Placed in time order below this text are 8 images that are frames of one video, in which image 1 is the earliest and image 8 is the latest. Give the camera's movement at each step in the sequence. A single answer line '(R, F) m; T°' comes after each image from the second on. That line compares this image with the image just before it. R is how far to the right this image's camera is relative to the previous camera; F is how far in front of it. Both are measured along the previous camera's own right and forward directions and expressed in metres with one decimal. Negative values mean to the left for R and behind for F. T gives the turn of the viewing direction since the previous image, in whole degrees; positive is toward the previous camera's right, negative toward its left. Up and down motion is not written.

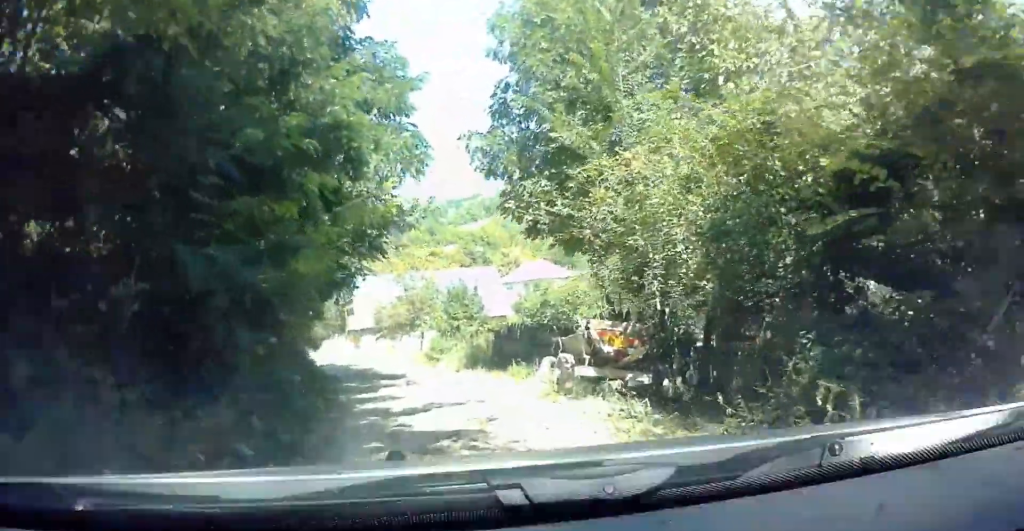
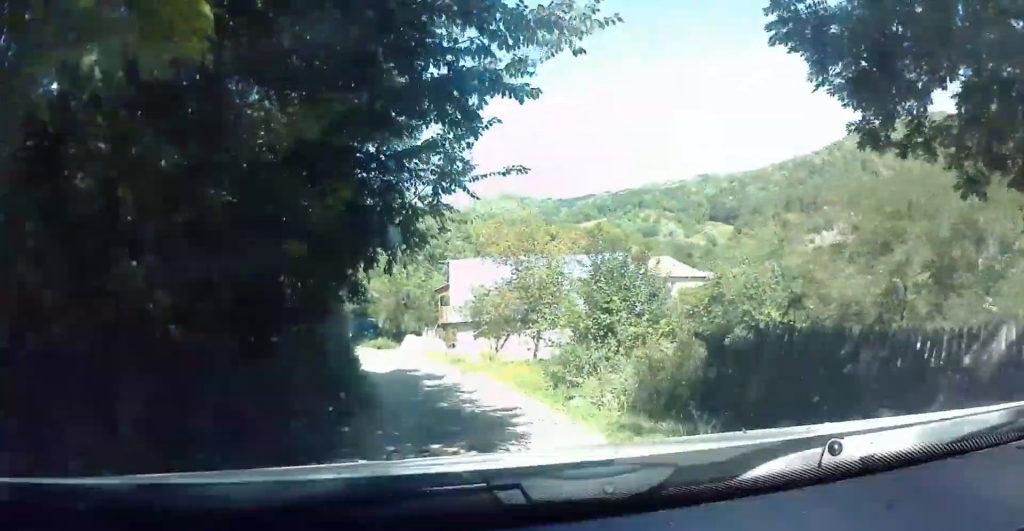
(-1.1, +9.8) m; -7°
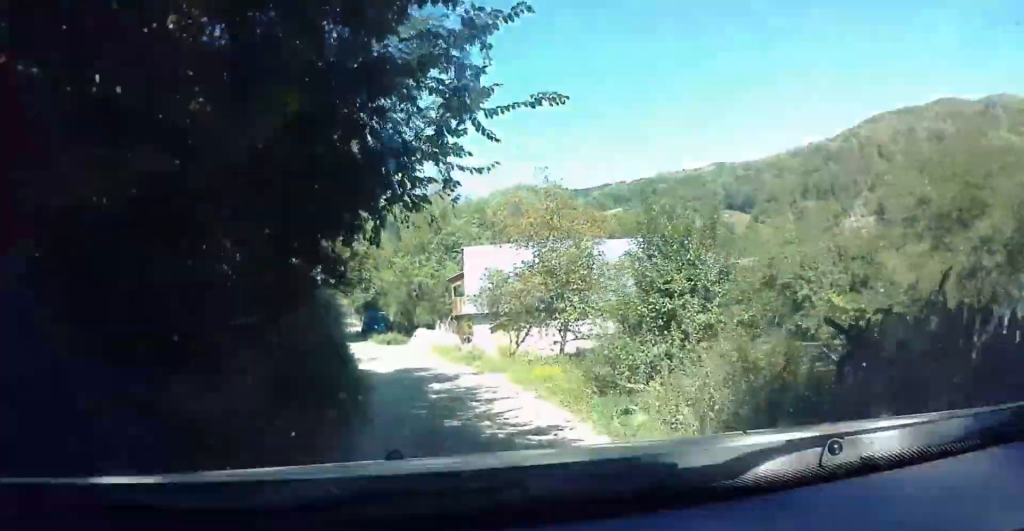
(0.0, +3.0) m; 0°
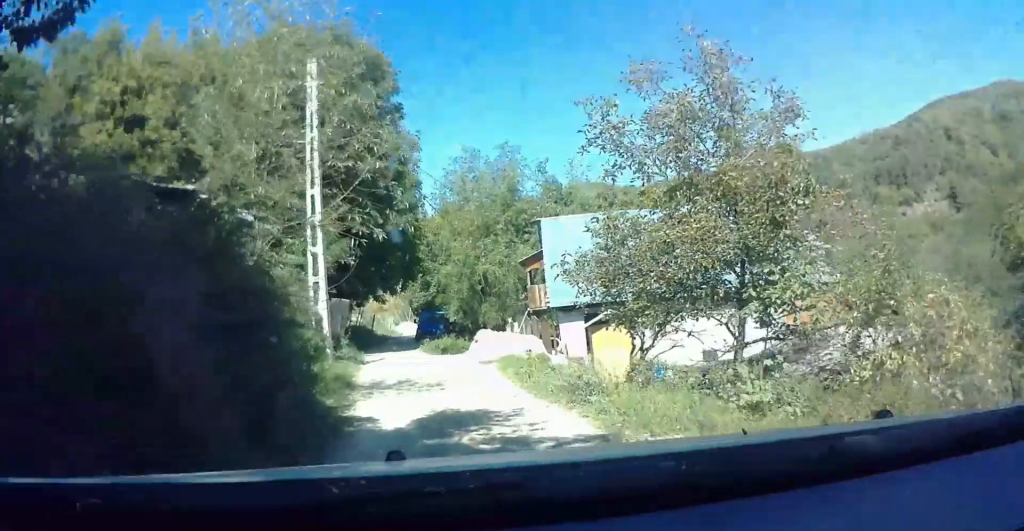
(0.0, +9.5) m; -3°
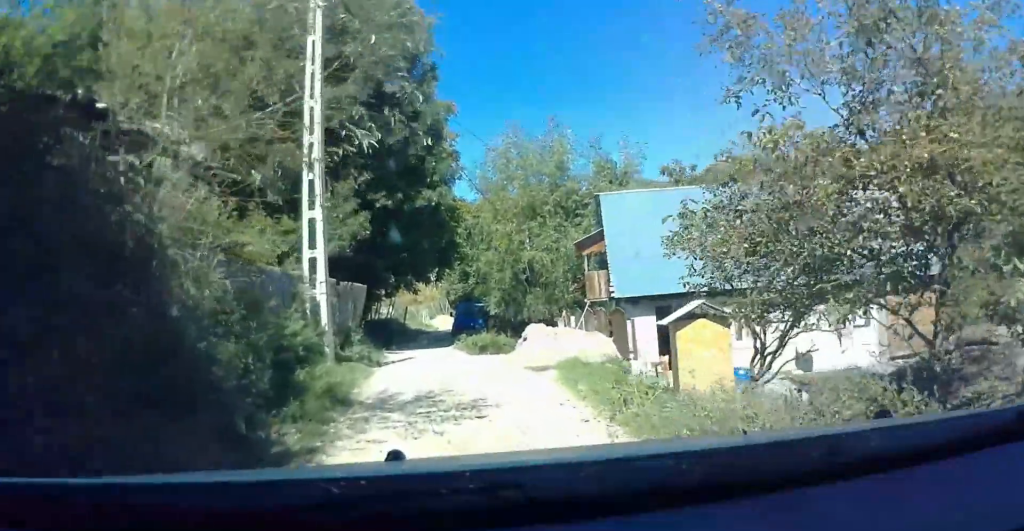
(0.0, +4.5) m; -4°
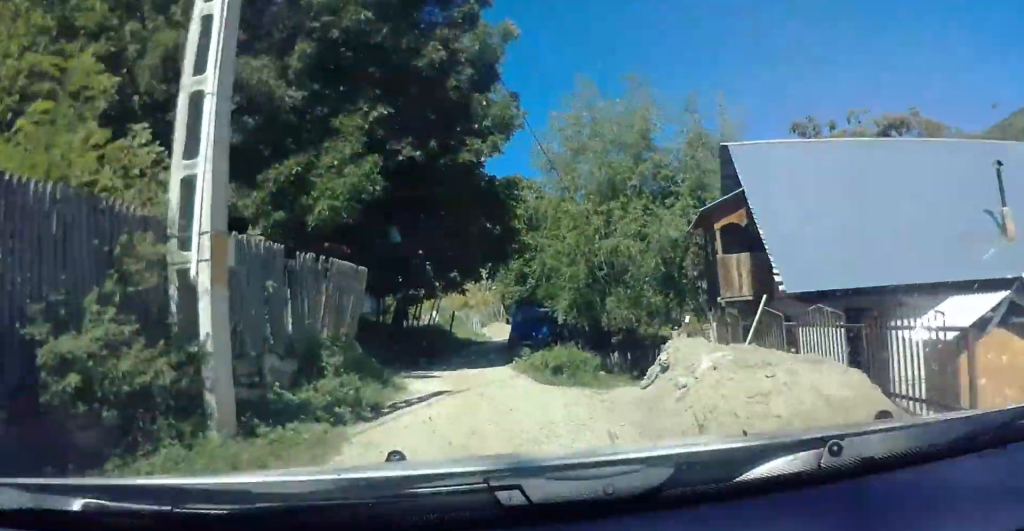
(-0.5, +7.9) m; -3°
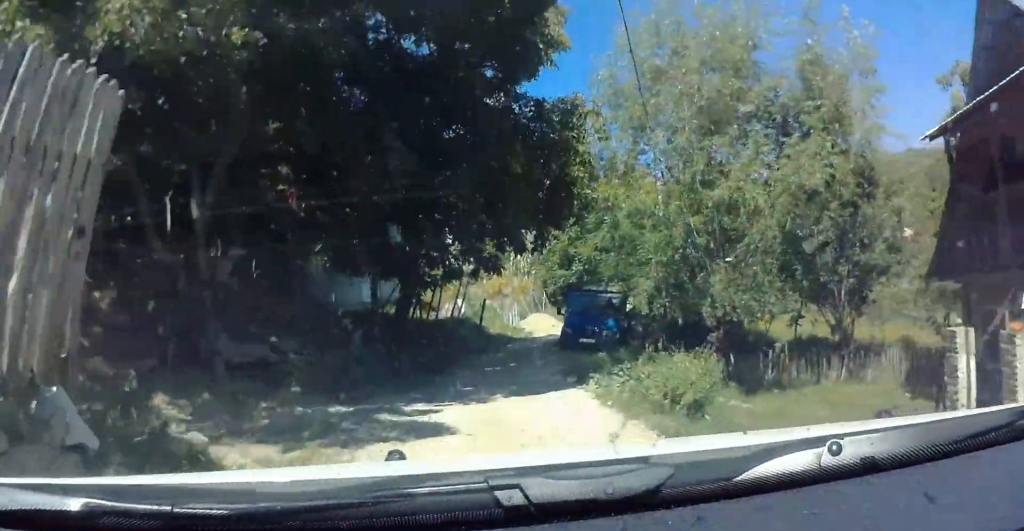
(-0.3, +8.8) m; -2°
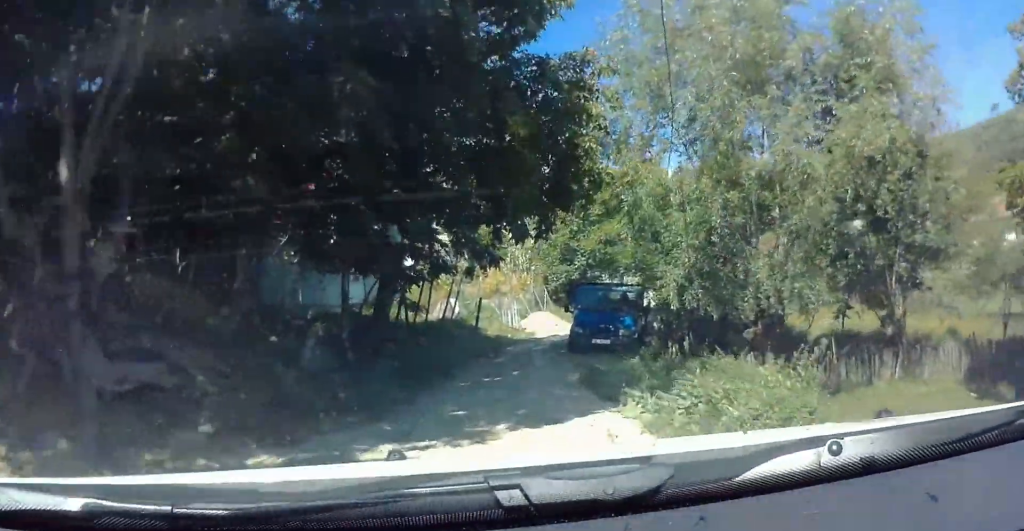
(-0.1, +3.2) m; +1°
